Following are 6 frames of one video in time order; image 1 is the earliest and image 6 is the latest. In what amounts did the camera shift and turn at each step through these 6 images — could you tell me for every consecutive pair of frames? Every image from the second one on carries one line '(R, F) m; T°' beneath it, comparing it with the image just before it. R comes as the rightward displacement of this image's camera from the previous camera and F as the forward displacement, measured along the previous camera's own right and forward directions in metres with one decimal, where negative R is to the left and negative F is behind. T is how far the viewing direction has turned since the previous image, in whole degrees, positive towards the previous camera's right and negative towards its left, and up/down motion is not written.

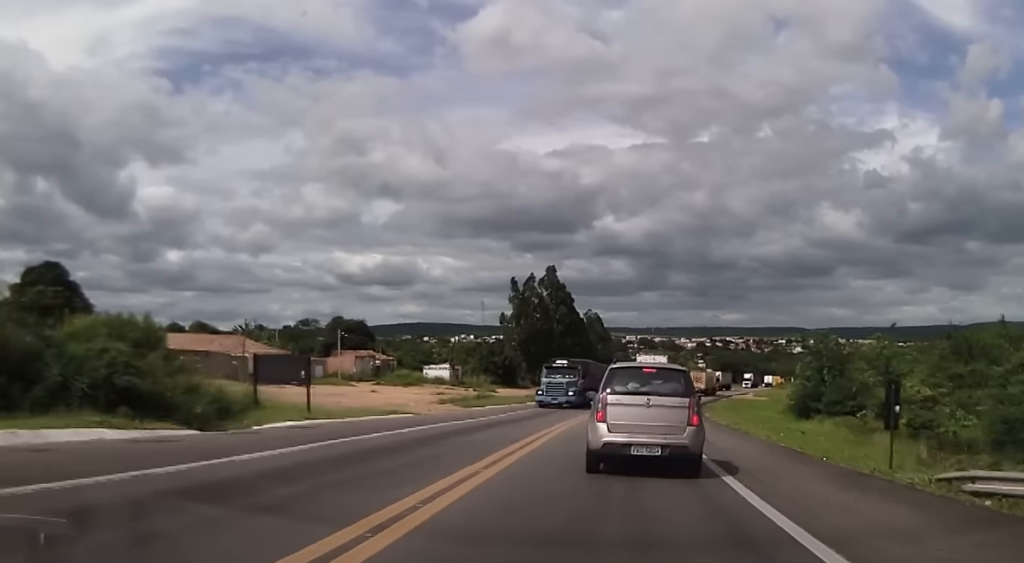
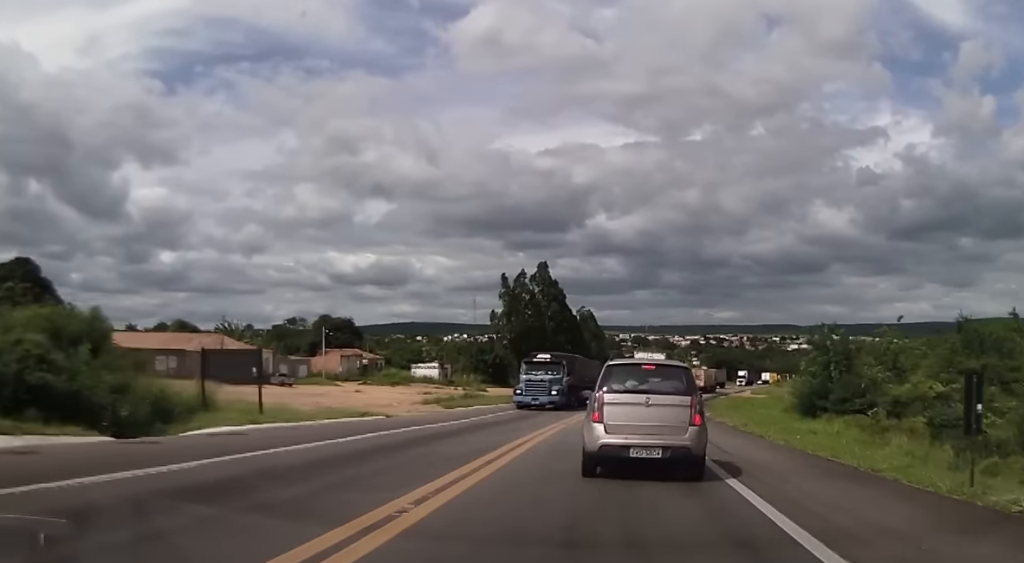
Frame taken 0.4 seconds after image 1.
(-0.1, +3.4) m; 0°
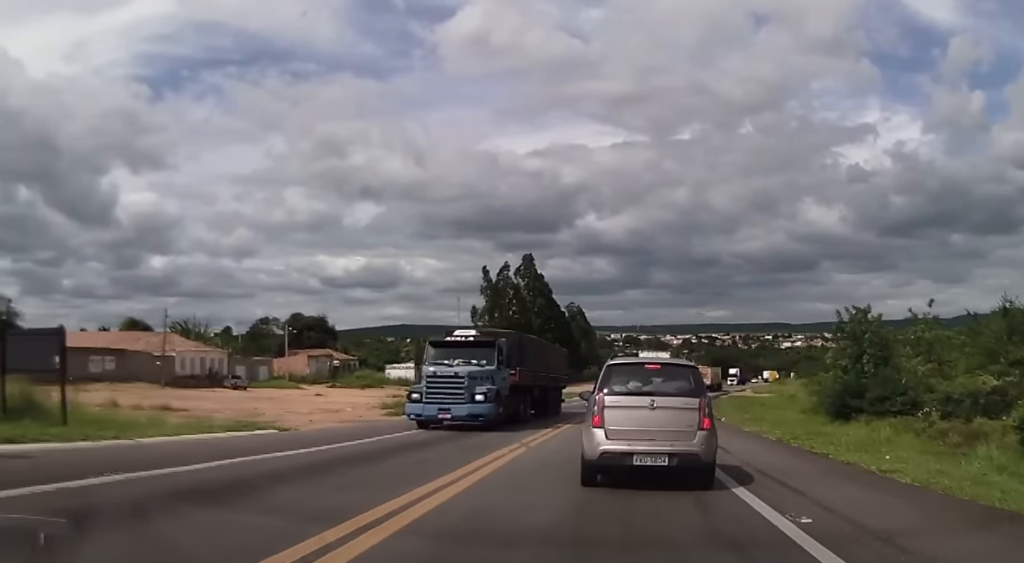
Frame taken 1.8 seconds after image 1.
(0.0, +10.4) m; +1°
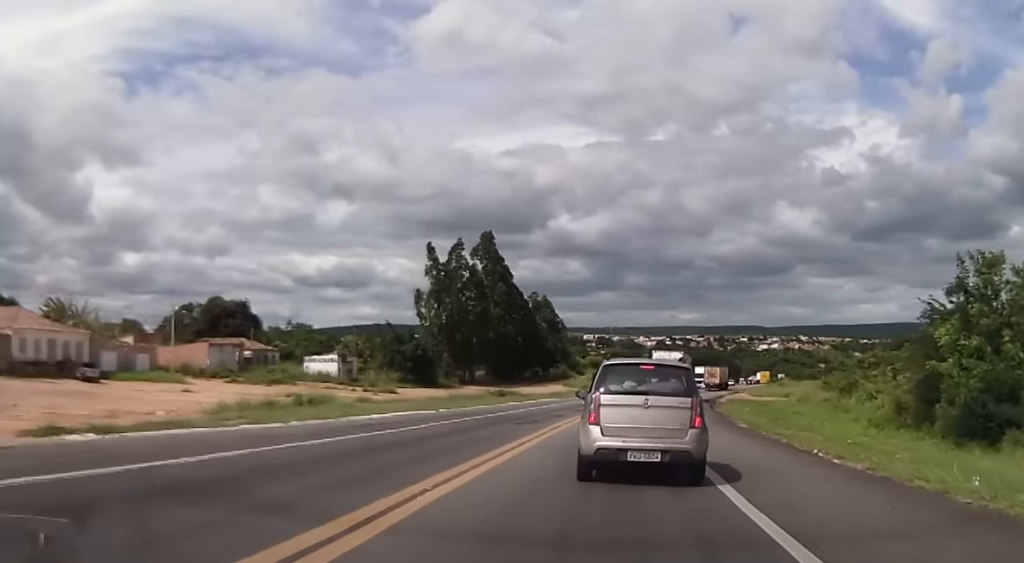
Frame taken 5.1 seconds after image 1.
(+1.1, +22.0) m; +3°
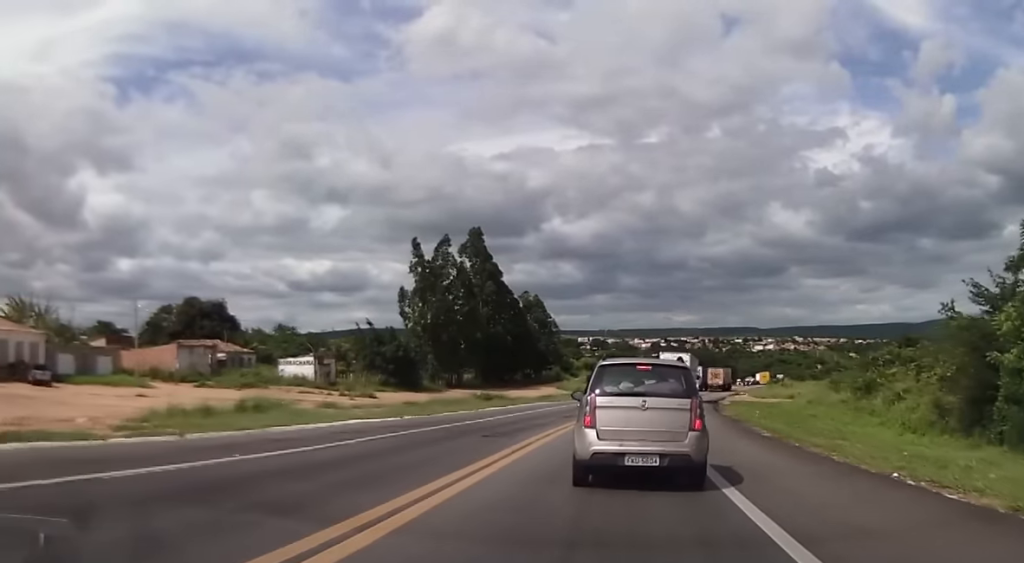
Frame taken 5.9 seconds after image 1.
(-0.2, +4.8) m; 0°
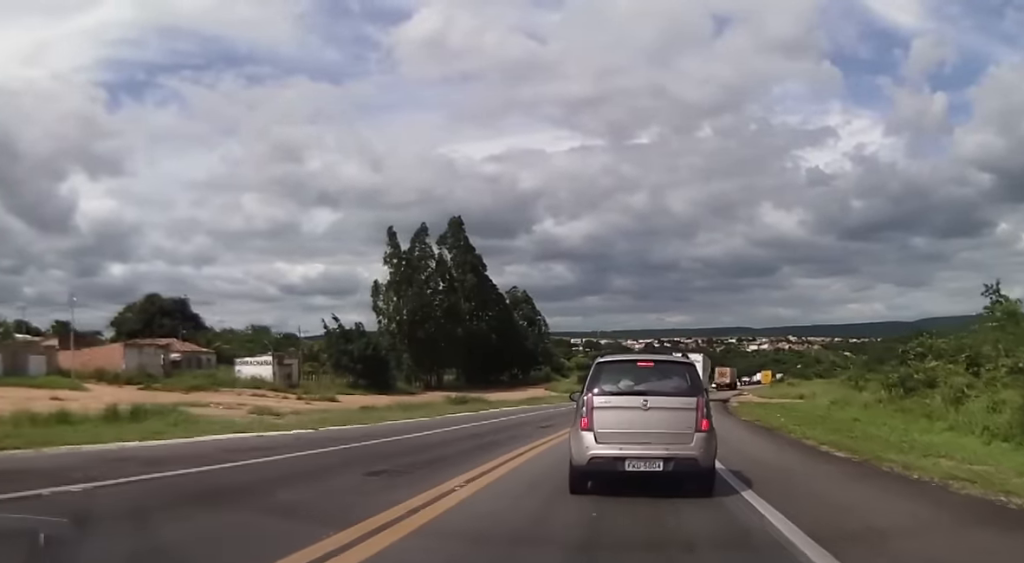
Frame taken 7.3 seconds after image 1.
(+0.2, +8.4) m; +1°
